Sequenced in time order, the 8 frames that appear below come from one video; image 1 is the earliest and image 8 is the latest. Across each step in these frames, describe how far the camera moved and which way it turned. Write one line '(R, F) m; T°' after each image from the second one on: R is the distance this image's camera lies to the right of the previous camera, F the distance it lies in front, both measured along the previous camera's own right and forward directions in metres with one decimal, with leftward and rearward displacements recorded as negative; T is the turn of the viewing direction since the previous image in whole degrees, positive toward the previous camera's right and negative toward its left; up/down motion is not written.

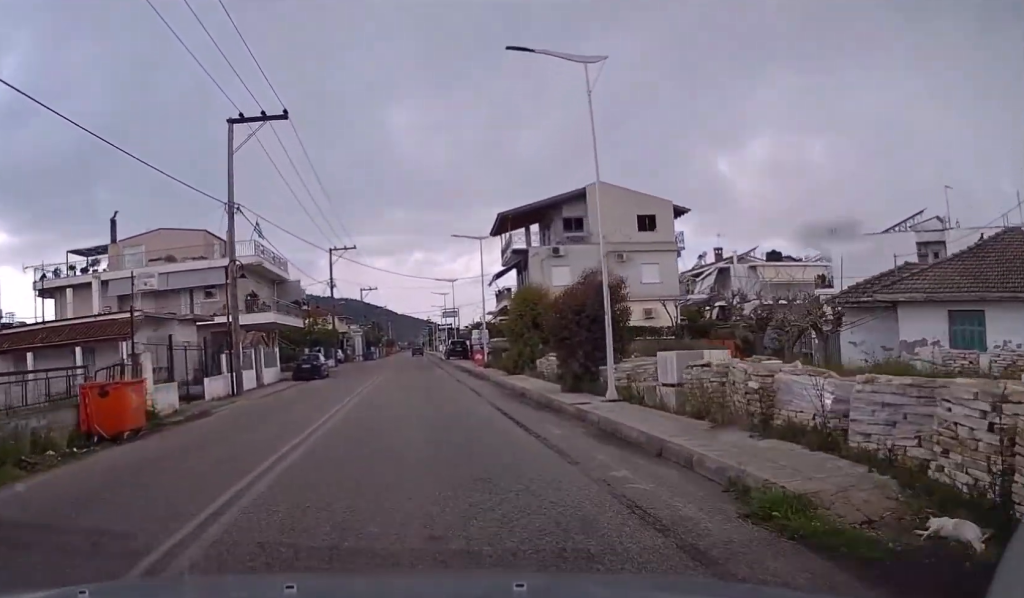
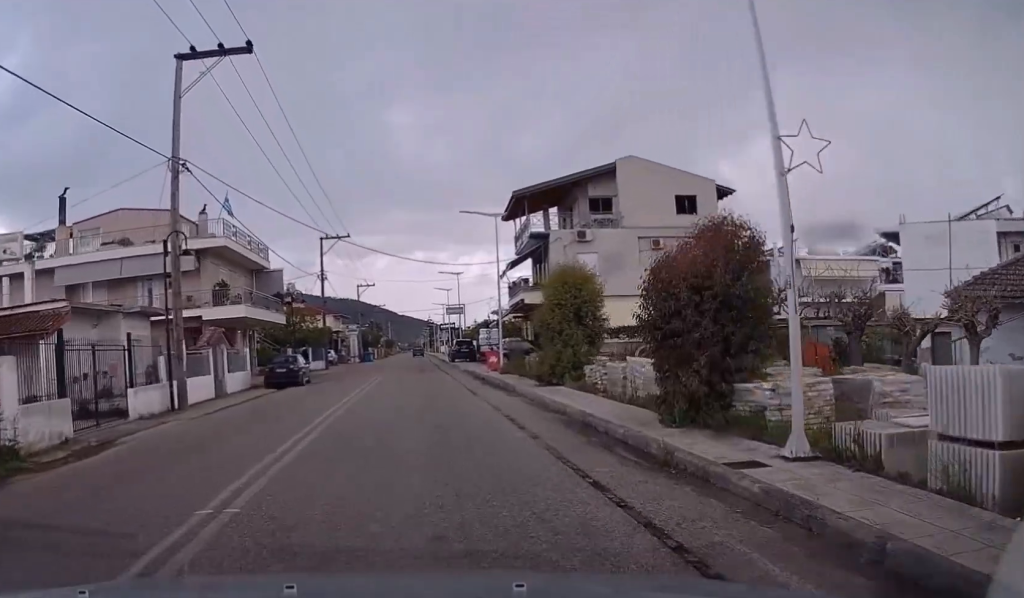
(0.0, +7.5) m; +1°
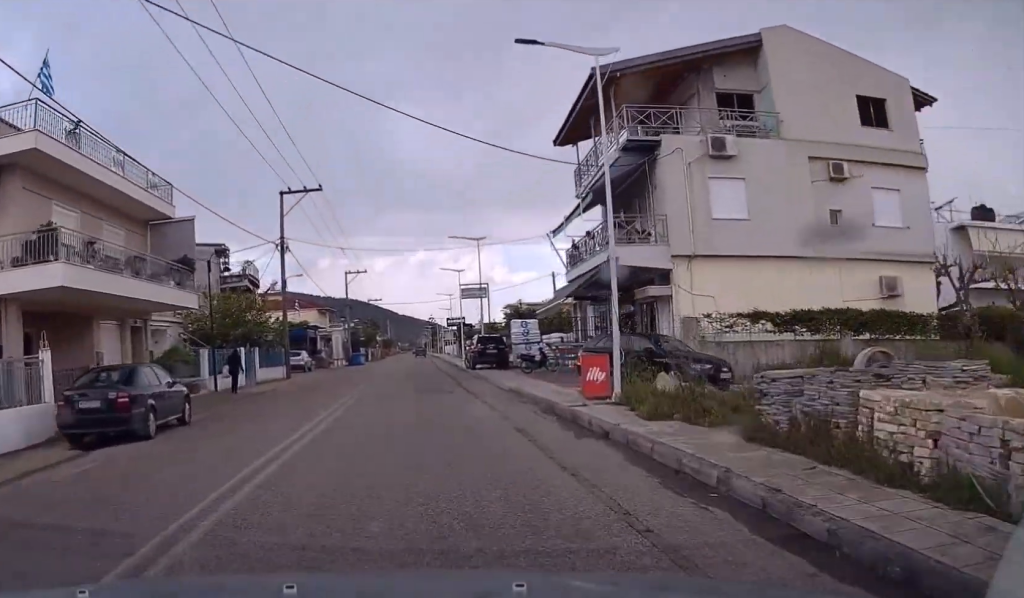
(+0.3, +19.7) m; +1°
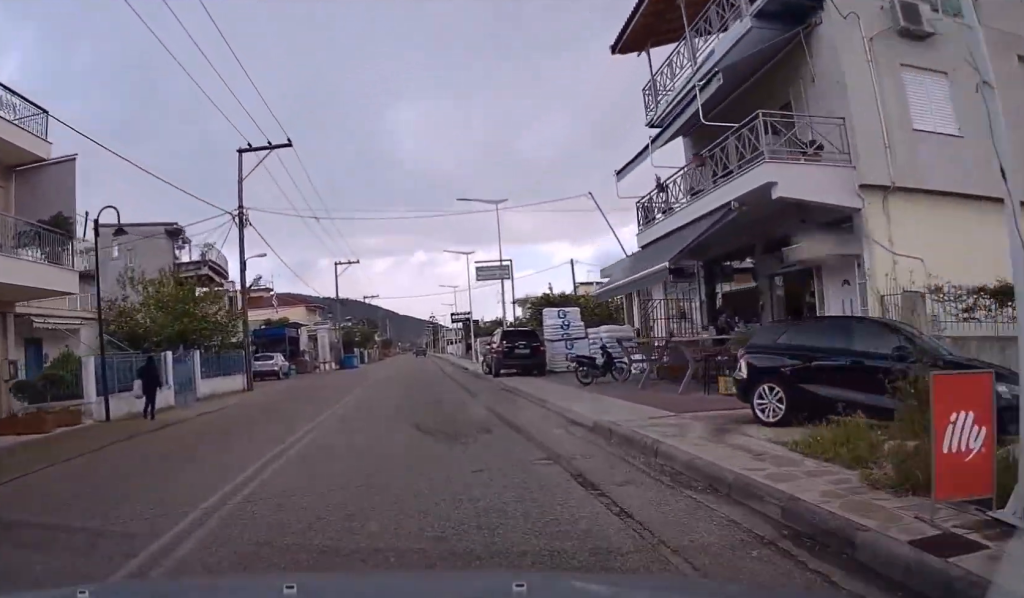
(0.0, +10.5) m; 0°
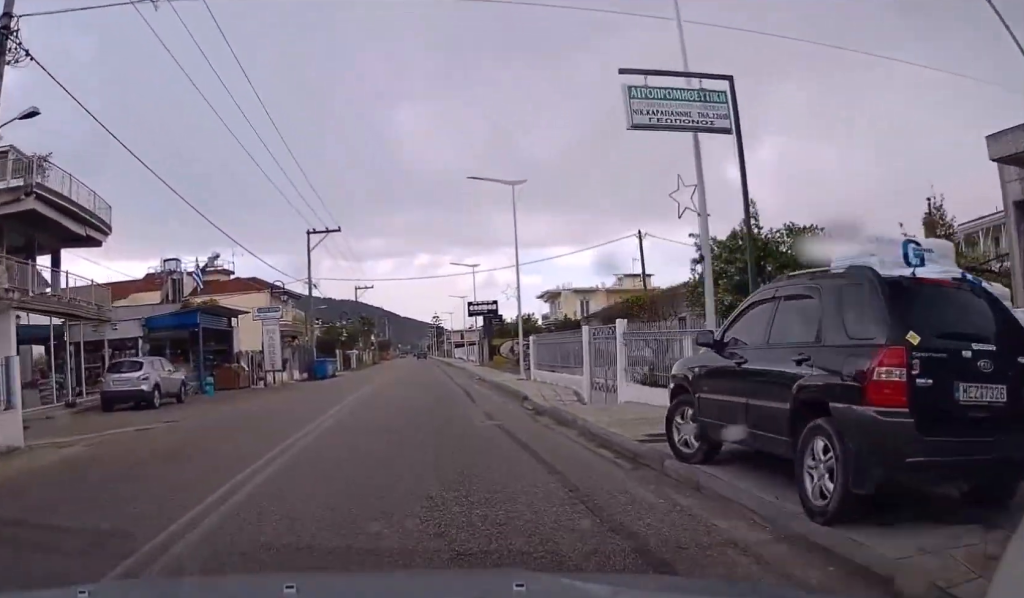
(-0.6, +22.0) m; -2°
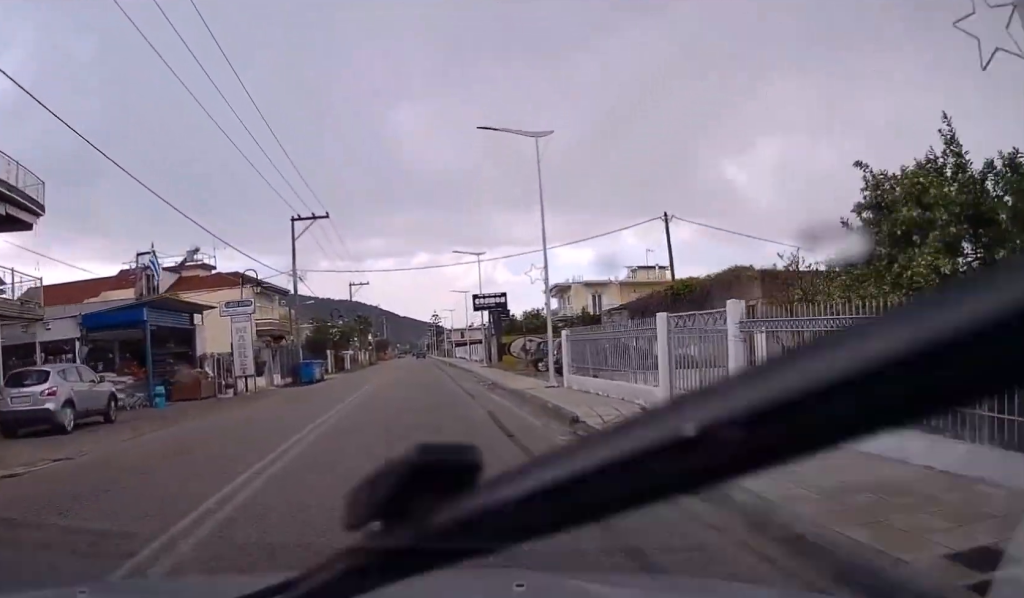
(-0.1, +5.9) m; 0°
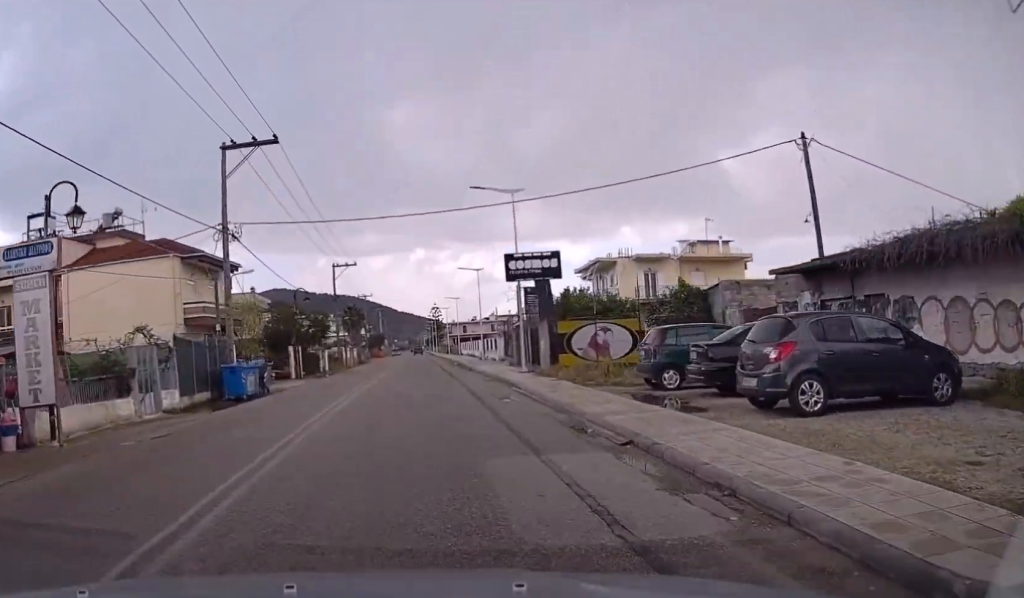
(+0.5, +17.8) m; +2°
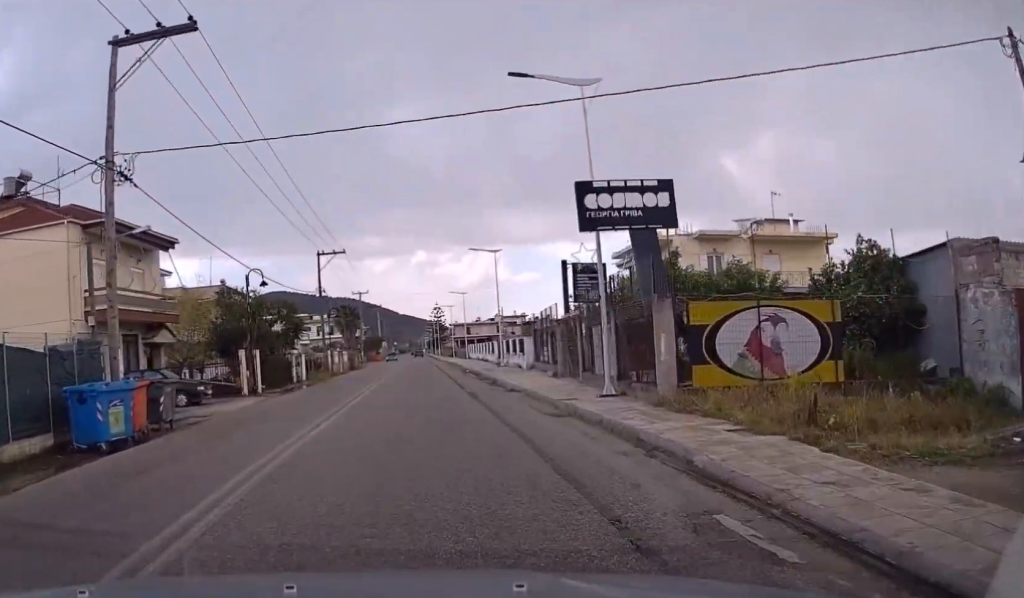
(0.0, +12.8) m; -1°
